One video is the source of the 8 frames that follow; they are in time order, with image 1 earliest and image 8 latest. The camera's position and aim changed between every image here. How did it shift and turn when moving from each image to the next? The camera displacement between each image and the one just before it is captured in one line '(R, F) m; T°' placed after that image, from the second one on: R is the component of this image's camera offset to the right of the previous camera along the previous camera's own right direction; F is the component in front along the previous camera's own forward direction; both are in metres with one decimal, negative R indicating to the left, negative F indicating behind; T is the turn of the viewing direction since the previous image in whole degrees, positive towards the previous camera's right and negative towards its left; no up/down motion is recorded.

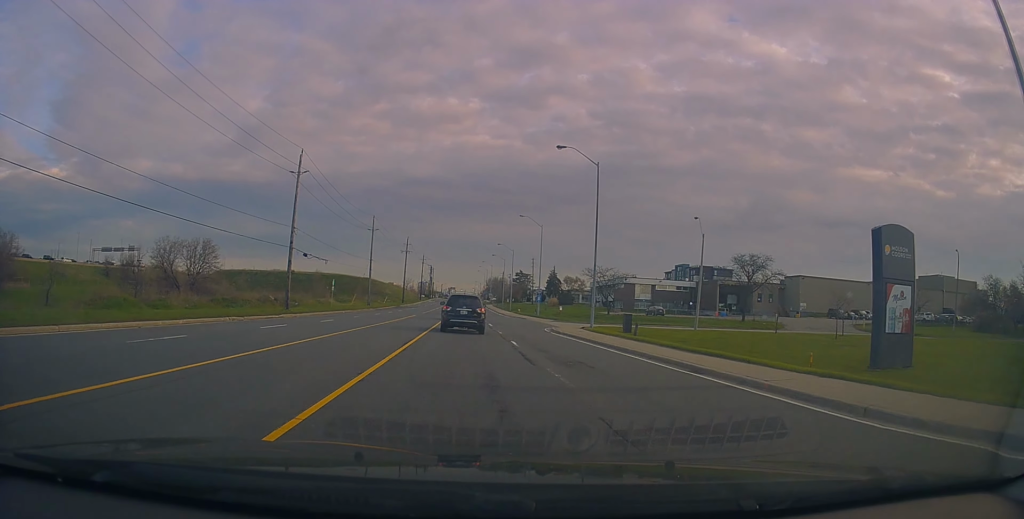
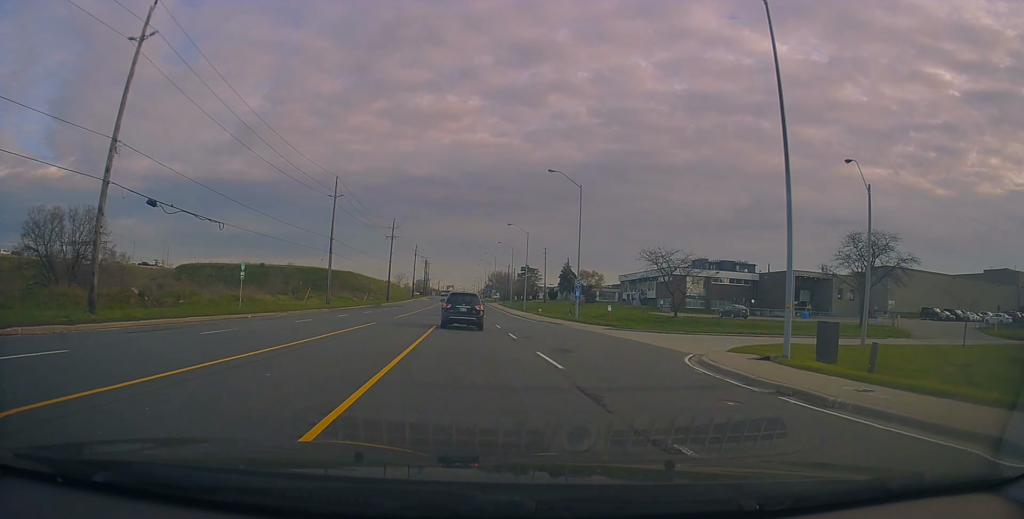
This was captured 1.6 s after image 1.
(+0.4, +24.6) m; +2°
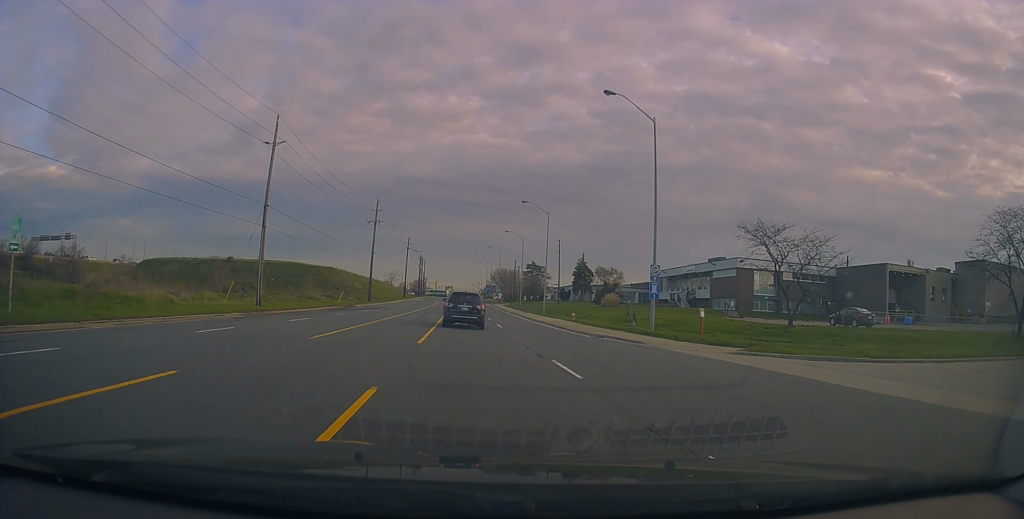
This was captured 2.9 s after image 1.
(-0.3, +20.6) m; -1°
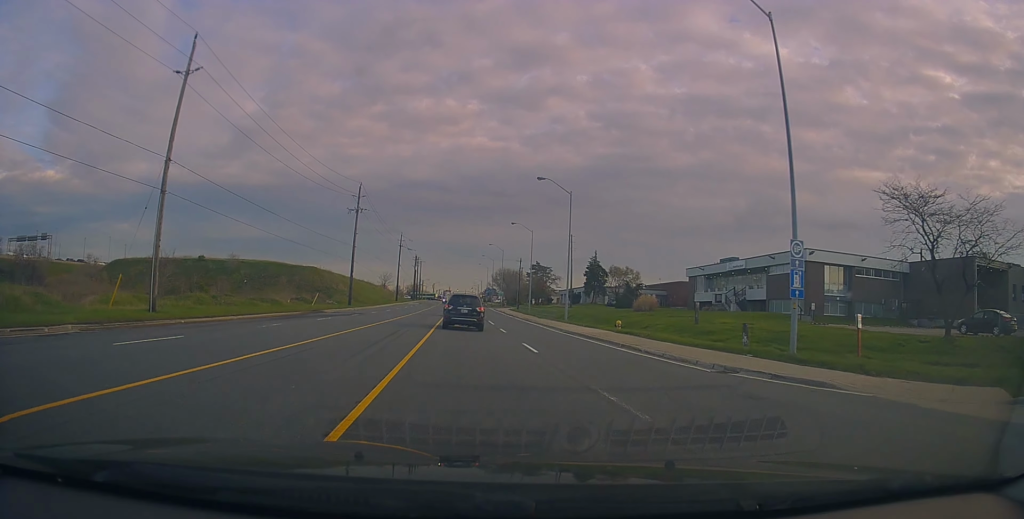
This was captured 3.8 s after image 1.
(+0.1, +13.7) m; +1°
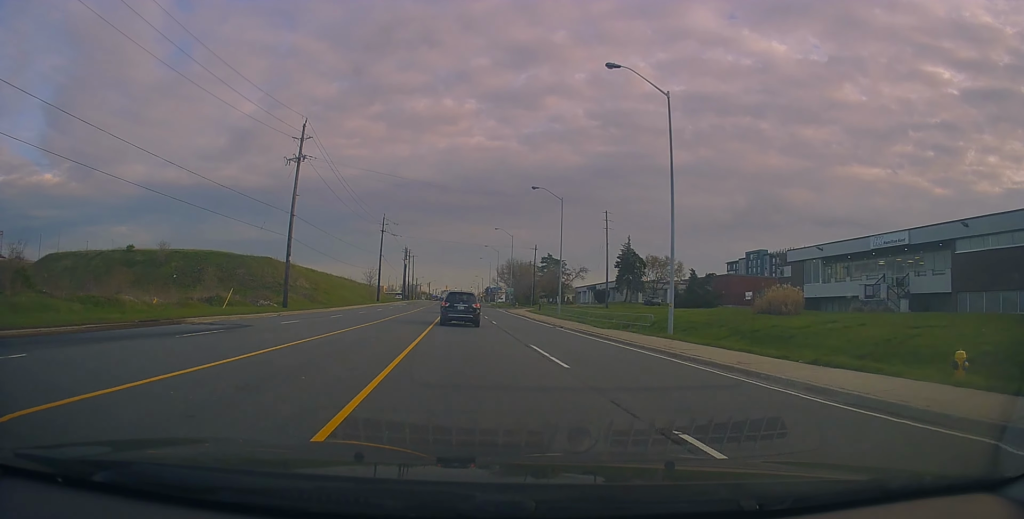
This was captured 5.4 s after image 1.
(+0.2, +25.7) m; -1°
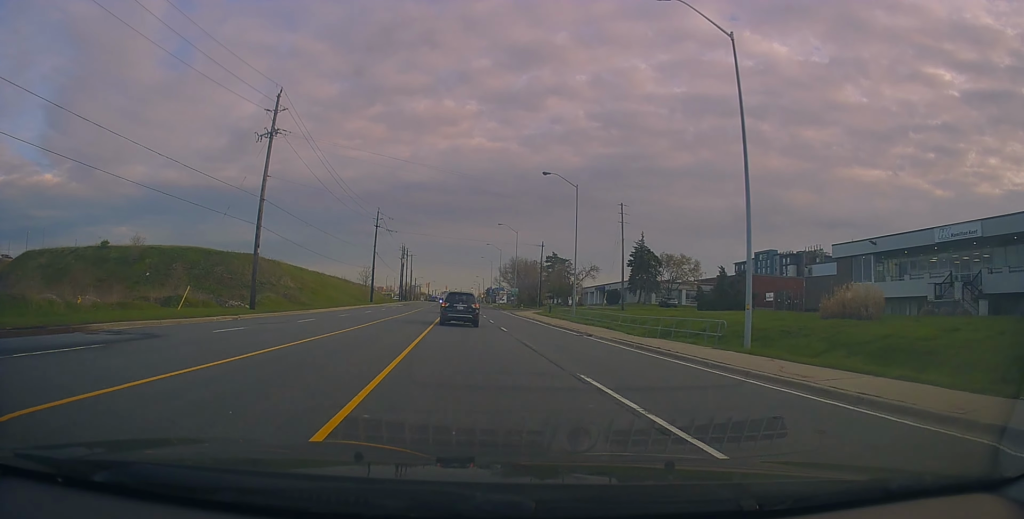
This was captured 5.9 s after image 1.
(0.0, +7.0) m; -1°
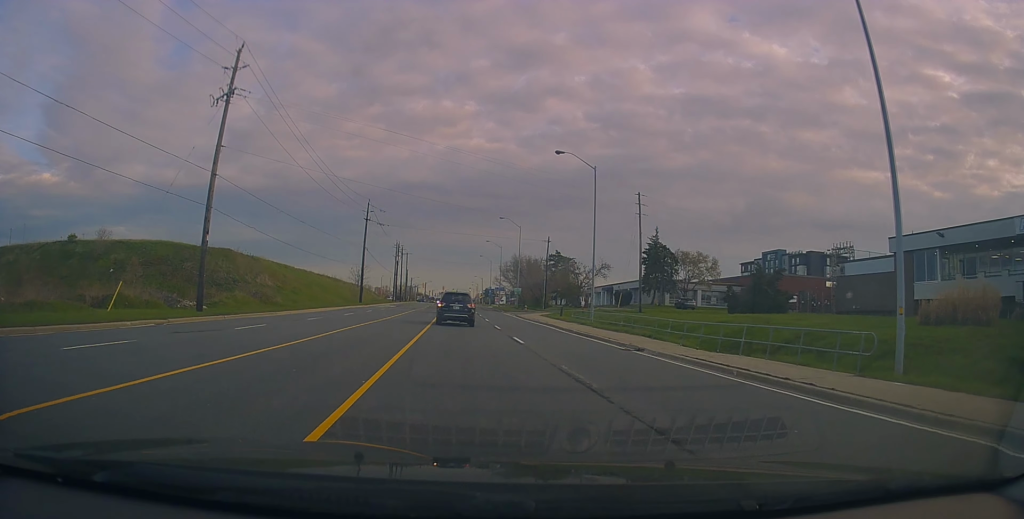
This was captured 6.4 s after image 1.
(0.0, +7.7) m; -1°
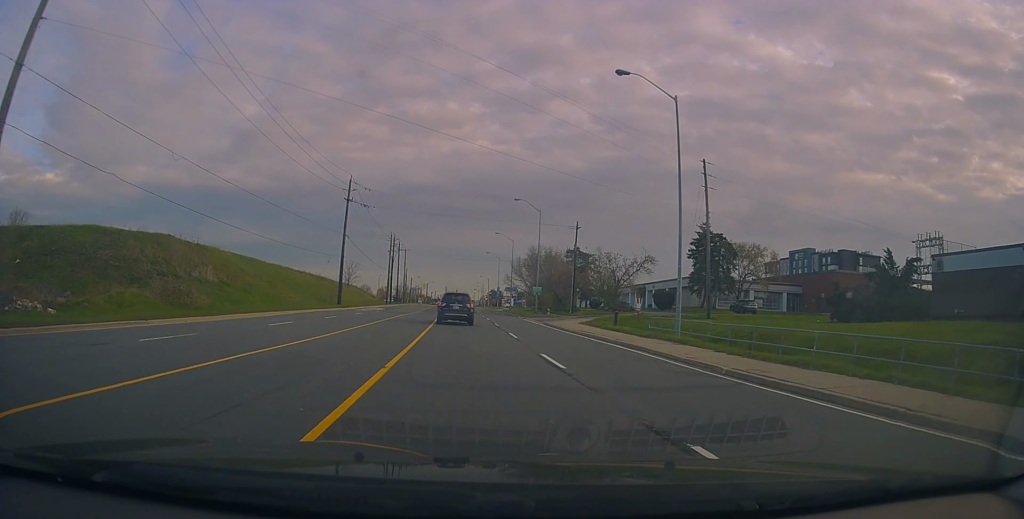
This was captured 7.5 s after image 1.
(-0.1, +16.7) m; +2°
